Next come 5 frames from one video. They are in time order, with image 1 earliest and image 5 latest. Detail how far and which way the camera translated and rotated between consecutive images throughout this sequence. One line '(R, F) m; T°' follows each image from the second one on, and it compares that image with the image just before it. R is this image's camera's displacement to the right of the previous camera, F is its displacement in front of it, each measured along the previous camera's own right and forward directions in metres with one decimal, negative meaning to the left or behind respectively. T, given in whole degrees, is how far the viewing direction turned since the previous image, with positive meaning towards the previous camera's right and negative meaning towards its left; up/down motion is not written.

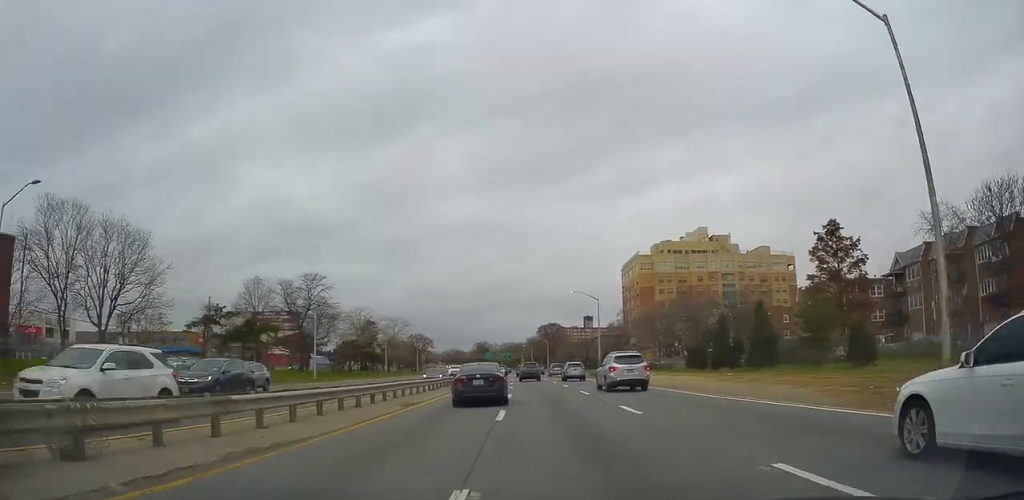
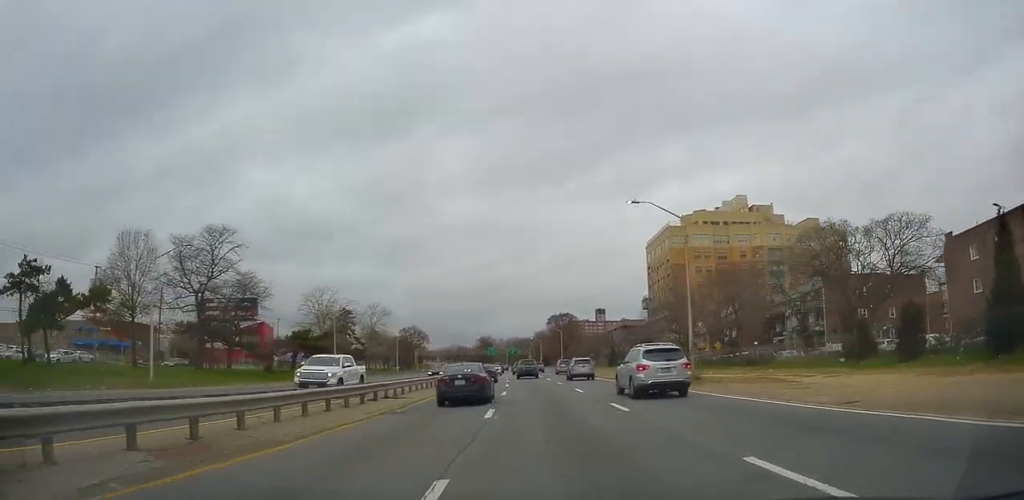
(-0.4, +32.0) m; -1°
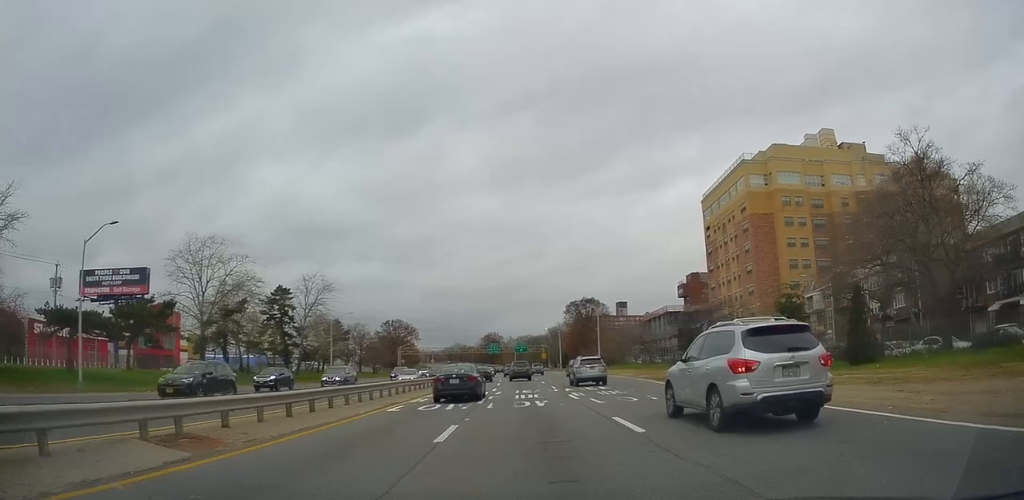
(0.0, +49.1) m; 0°
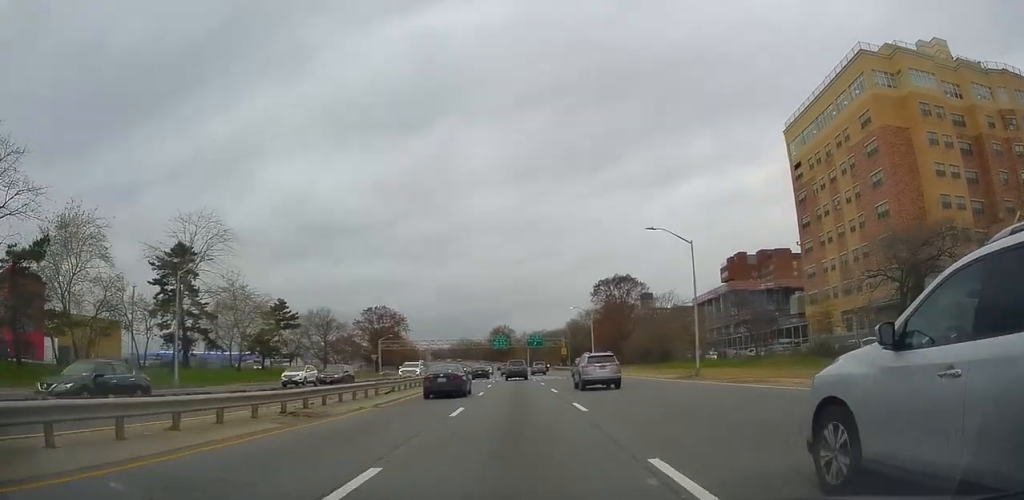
(0.0, +39.5) m; -1°
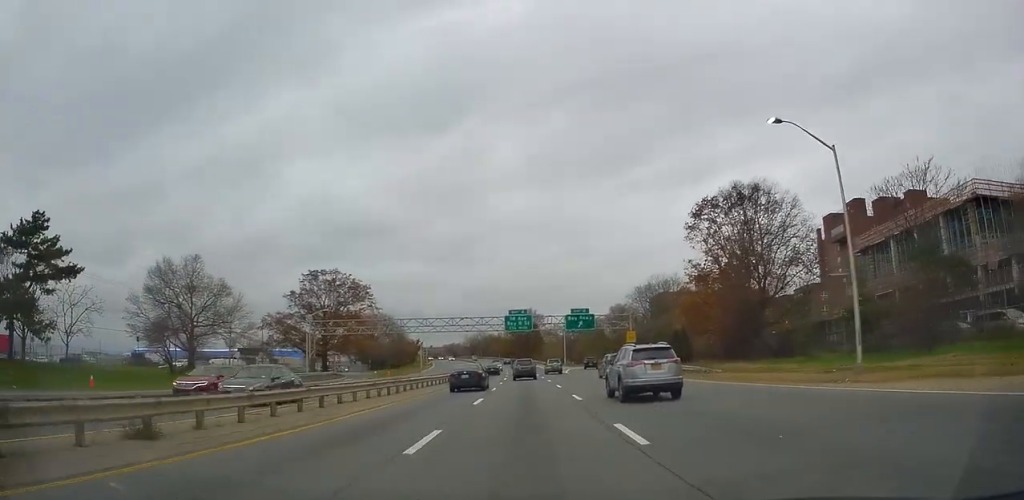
(-1.4, +61.8) m; -3°
